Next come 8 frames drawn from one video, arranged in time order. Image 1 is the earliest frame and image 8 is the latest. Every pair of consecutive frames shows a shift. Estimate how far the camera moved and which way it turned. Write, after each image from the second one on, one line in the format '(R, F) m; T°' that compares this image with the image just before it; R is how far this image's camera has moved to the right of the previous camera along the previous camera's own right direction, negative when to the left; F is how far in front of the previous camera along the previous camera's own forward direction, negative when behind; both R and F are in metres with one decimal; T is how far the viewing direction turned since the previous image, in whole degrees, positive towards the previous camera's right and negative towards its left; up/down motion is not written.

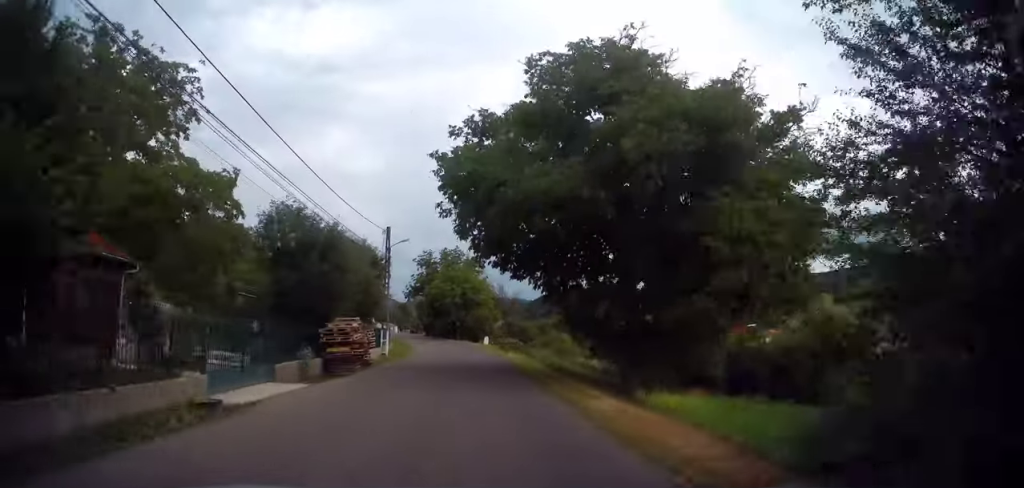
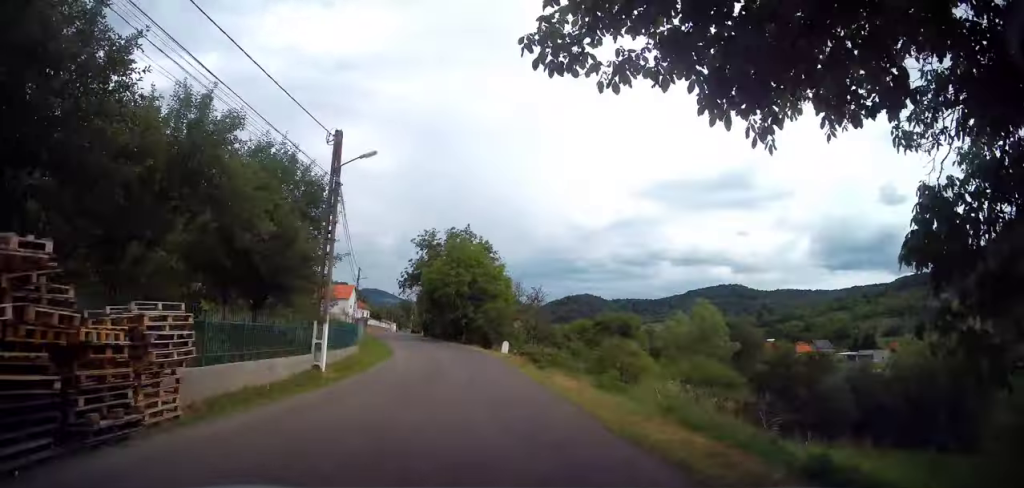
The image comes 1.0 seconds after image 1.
(-0.6, +17.6) m; -2°
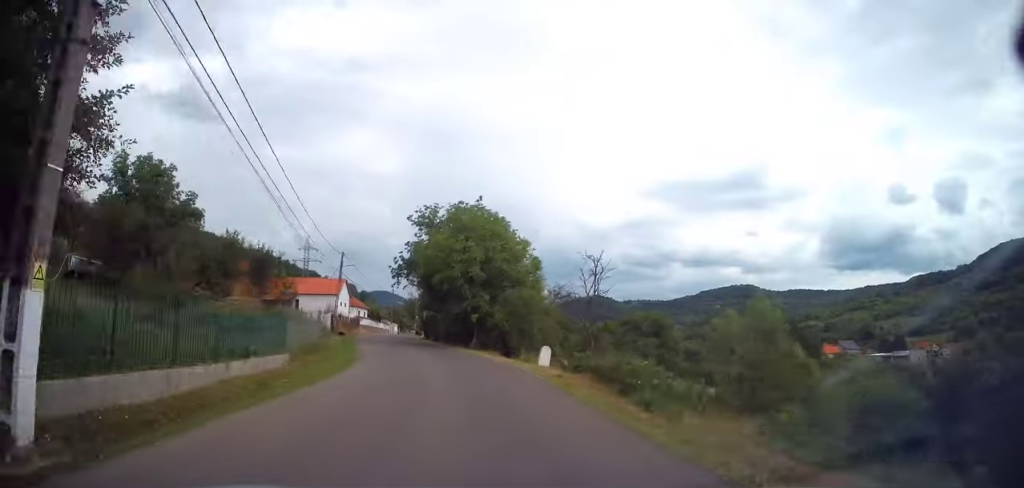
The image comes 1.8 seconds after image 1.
(0.0, +14.0) m; -1°
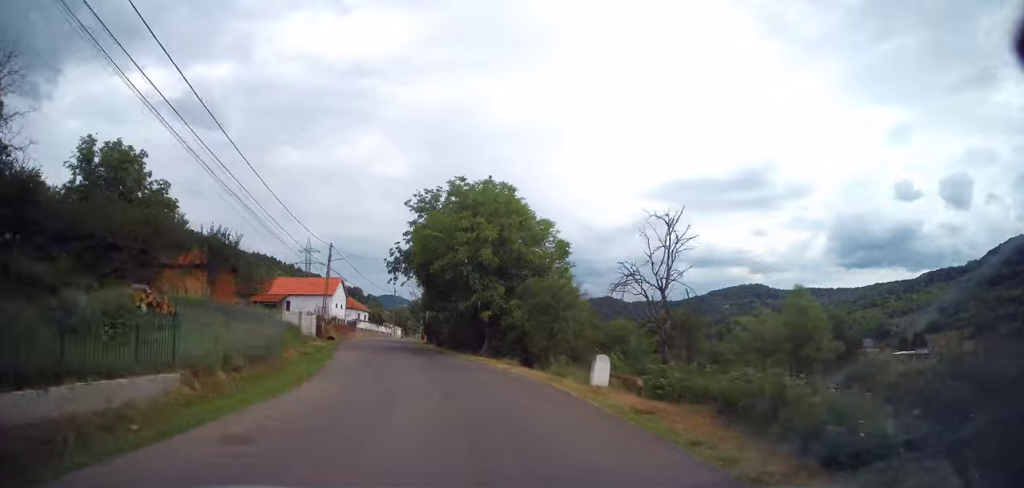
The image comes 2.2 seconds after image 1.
(0.0, +7.5) m; -1°
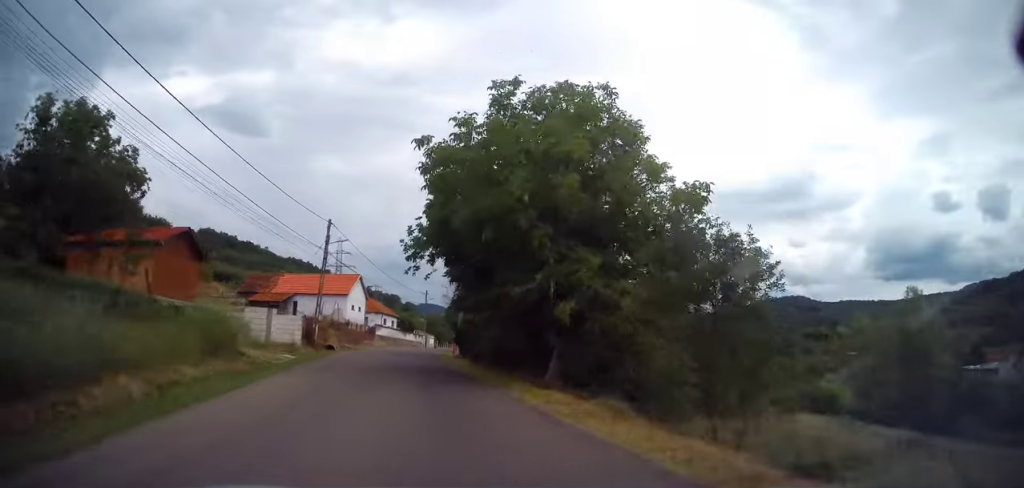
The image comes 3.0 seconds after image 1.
(0.0, +12.6) m; -3°
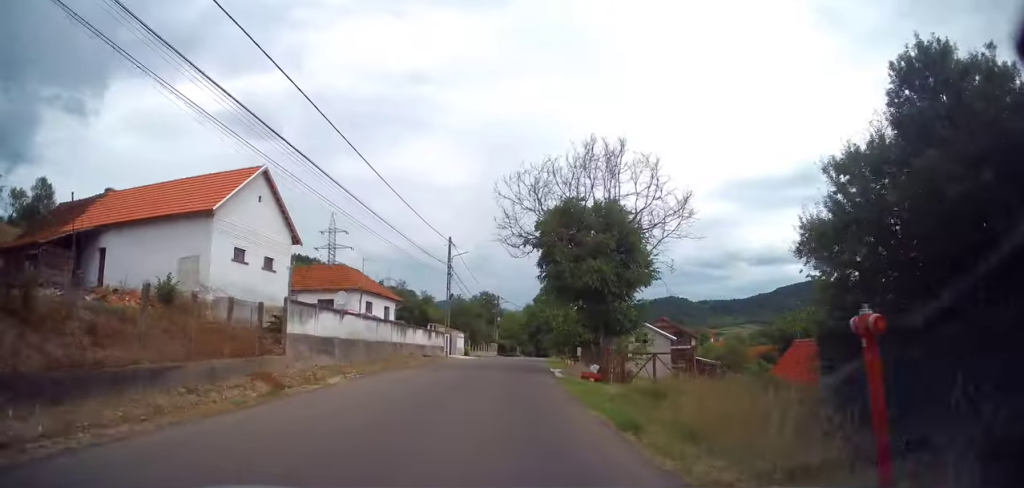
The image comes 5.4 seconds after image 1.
(-2.7, +39.5) m; 0°
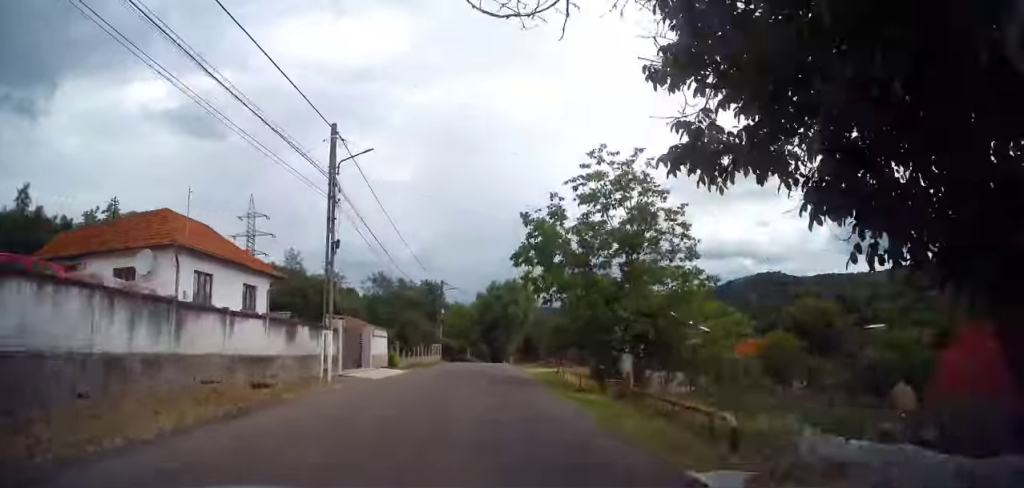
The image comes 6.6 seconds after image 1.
(+1.0, +19.2) m; +4°
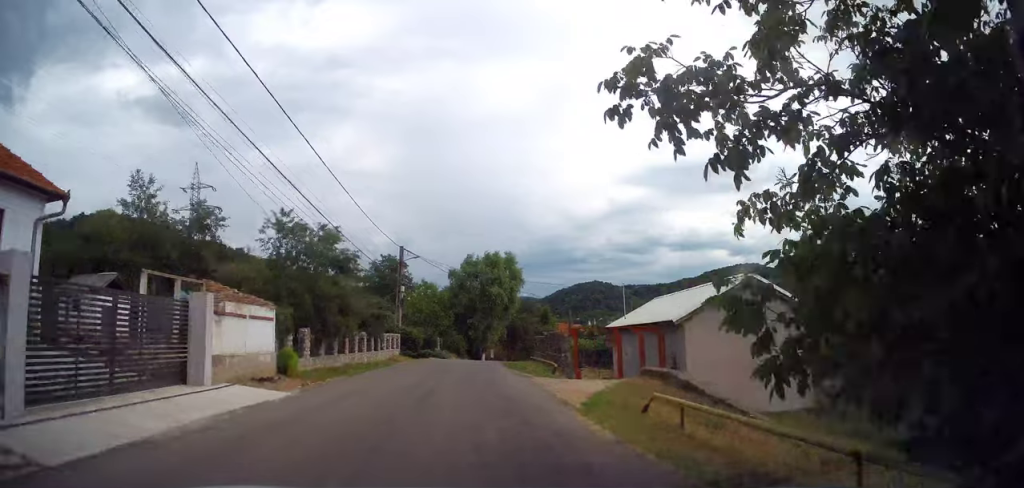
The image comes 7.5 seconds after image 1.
(+0.3, +15.1) m; +2°
